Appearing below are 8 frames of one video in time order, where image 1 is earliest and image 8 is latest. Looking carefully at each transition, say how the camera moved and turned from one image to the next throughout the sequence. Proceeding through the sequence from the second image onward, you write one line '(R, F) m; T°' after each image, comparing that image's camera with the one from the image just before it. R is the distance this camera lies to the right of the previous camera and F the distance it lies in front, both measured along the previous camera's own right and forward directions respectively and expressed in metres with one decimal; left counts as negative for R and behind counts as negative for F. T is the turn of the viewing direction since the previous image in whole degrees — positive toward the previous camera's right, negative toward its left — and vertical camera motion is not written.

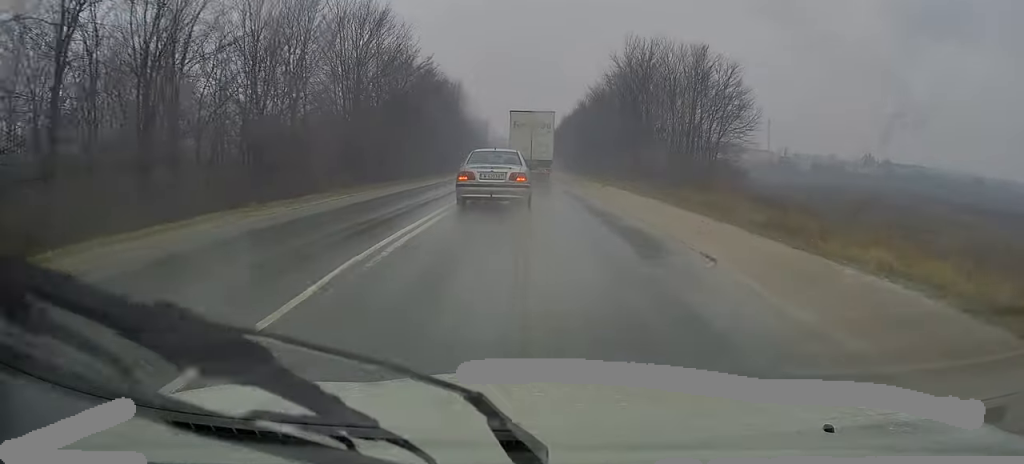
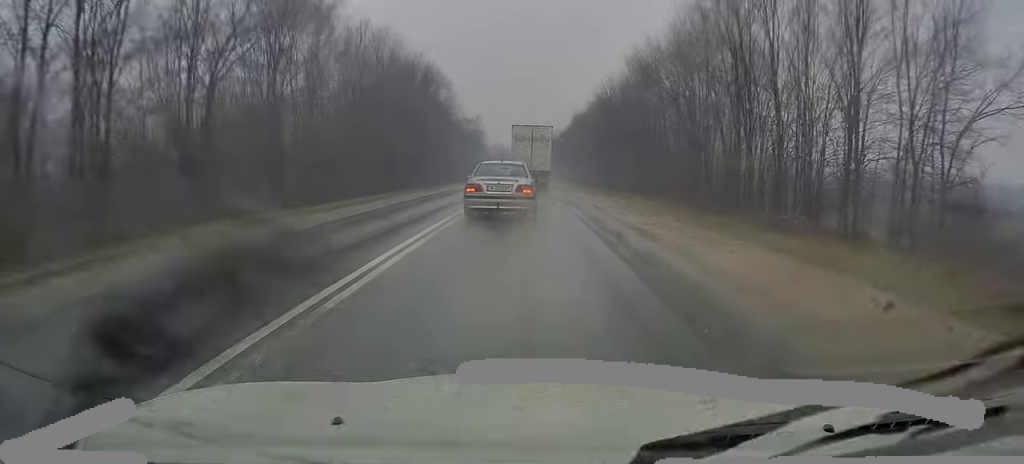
(0.0, +27.6) m; +1°
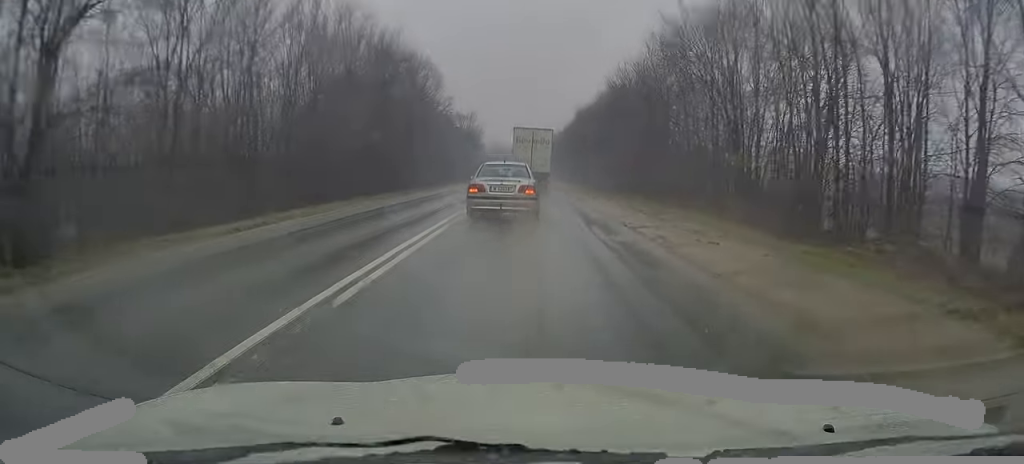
(+0.1, +8.6) m; 0°
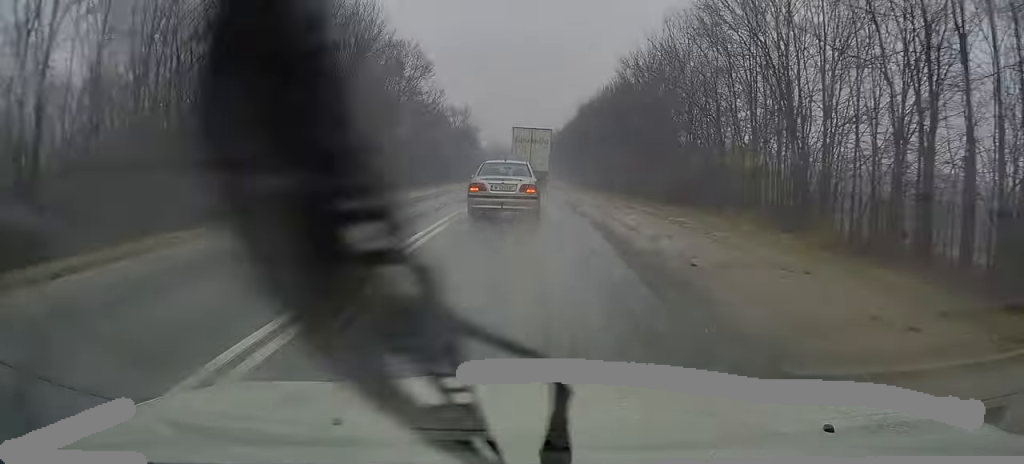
(0.0, +6.9) m; 0°
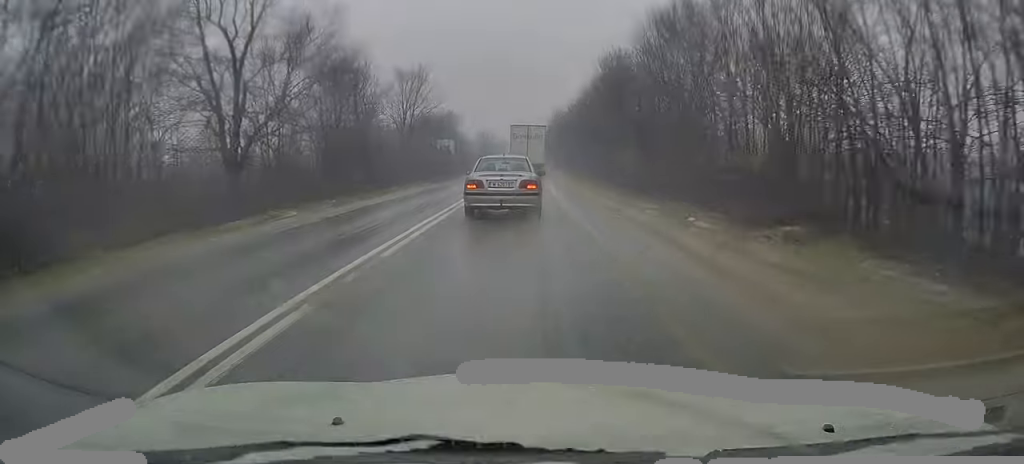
(0.0, +35.6) m; 0°
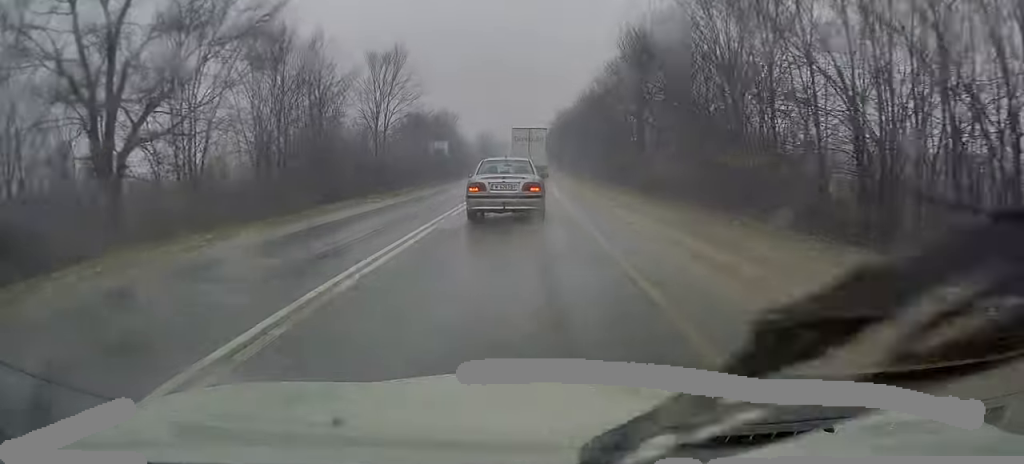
(+0.1, +11.1) m; -1°
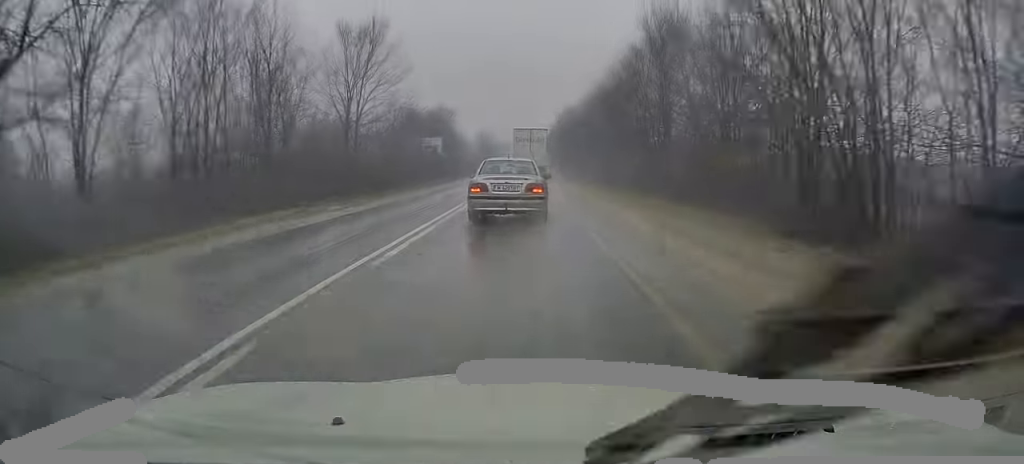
(-0.1, +8.2) m; 0°
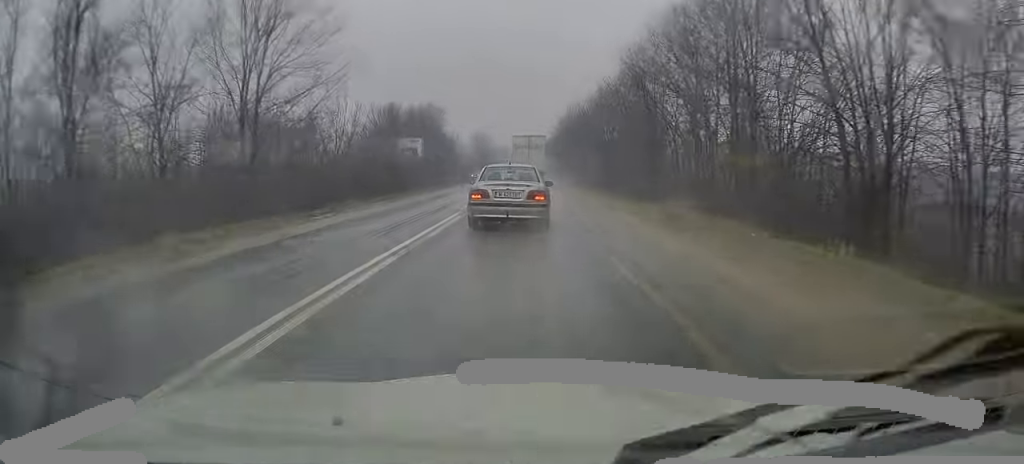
(-0.2, +14.6) m; 0°
